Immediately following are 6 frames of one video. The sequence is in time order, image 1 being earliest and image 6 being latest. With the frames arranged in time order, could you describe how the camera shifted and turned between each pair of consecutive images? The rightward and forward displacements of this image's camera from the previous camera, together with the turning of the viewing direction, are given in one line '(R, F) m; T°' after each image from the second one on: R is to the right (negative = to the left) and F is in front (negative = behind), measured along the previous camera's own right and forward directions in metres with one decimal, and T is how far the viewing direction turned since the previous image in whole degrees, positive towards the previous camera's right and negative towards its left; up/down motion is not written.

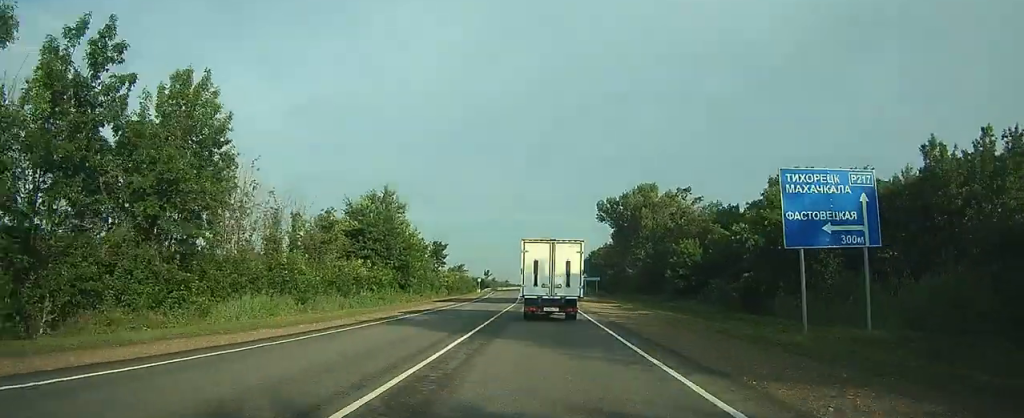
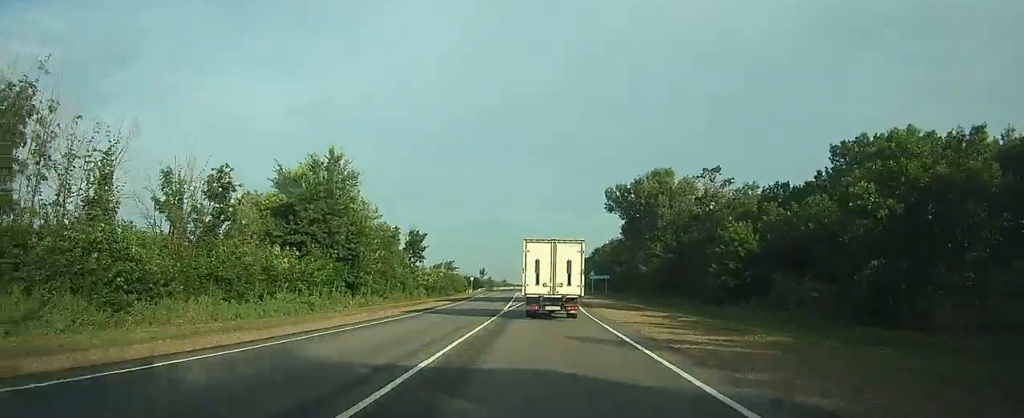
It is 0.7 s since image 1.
(0.0, +16.1) m; 0°
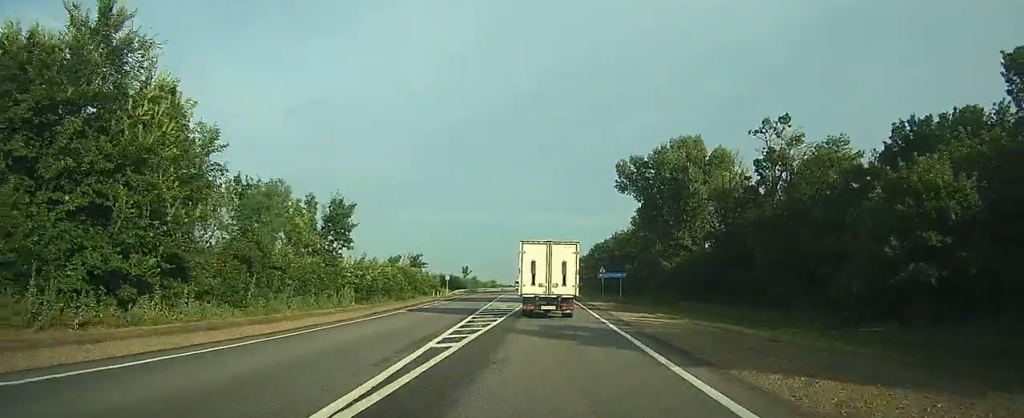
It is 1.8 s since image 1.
(0.0, +25.3) m; 0°
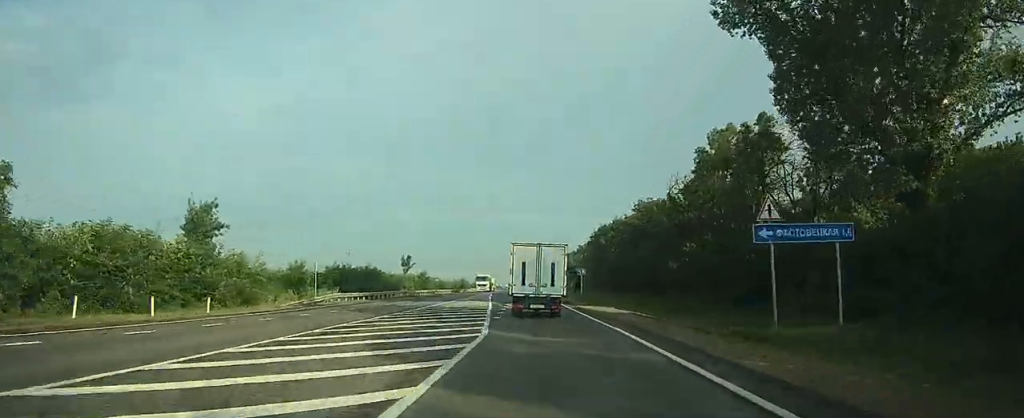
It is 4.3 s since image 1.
(0.0, +57.0) m; 0°
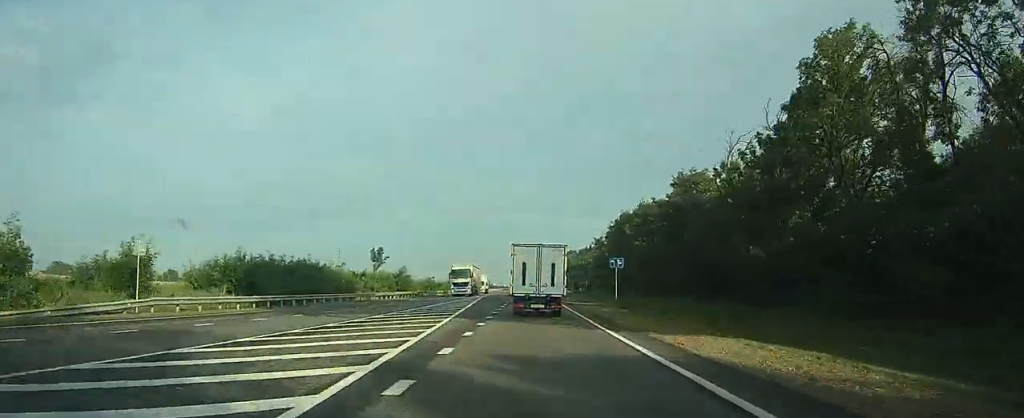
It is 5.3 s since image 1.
(+0.2, +24.0) m; +1°
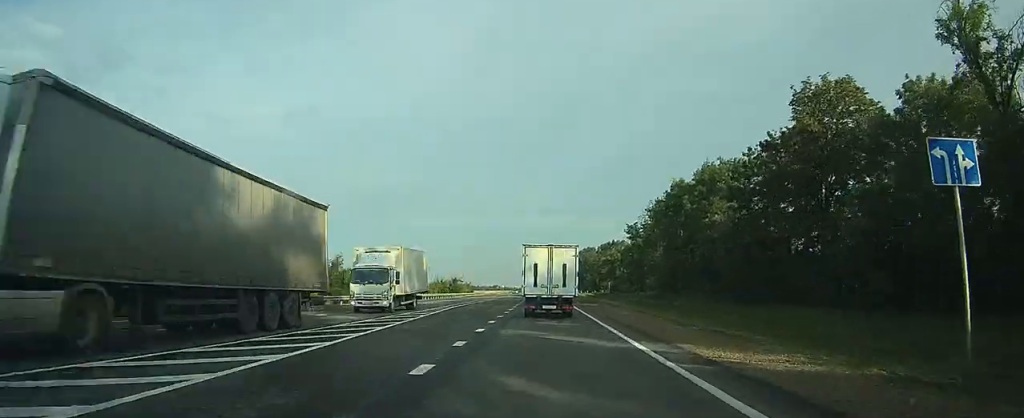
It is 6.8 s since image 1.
(+0.1, +34.2) m; -1°
